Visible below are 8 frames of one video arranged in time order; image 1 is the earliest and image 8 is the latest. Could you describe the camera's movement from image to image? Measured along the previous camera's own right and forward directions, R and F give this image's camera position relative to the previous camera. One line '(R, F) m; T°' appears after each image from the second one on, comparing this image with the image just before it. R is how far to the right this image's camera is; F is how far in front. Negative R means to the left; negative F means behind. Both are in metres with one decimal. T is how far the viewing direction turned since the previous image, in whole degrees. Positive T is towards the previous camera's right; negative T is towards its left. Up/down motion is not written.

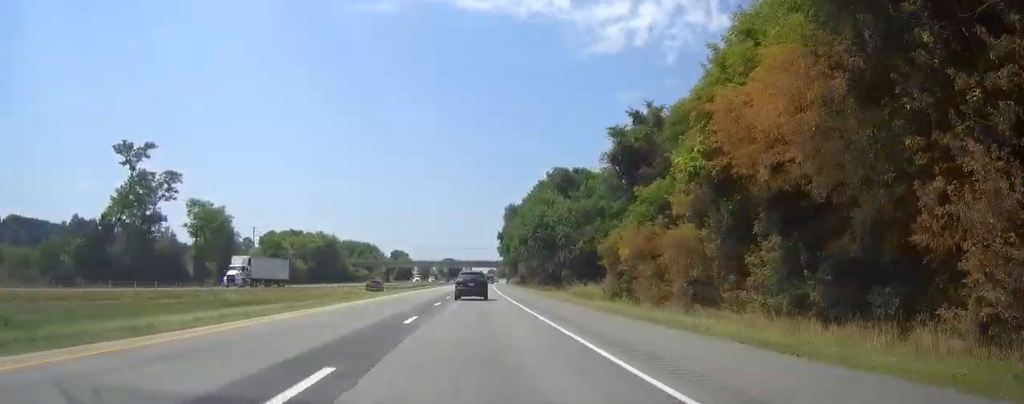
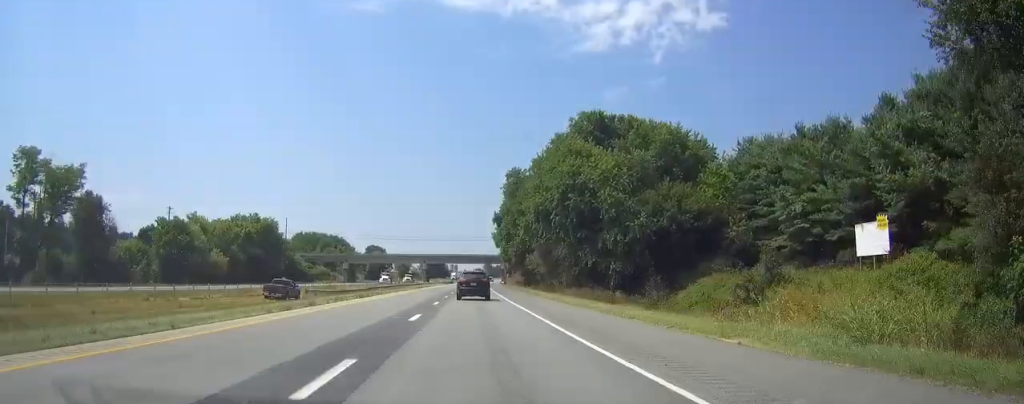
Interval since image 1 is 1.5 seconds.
(+0.1, +47.7) m; 0°
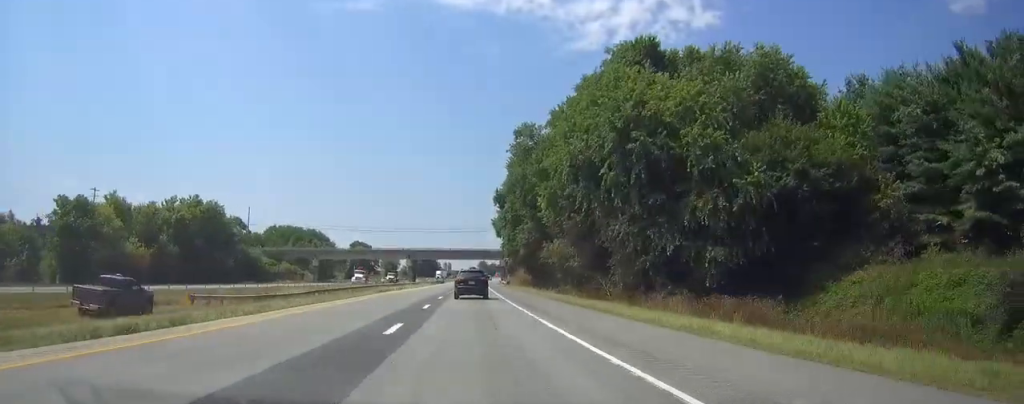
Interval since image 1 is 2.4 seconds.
(+0.2, +29.1) m; +1°
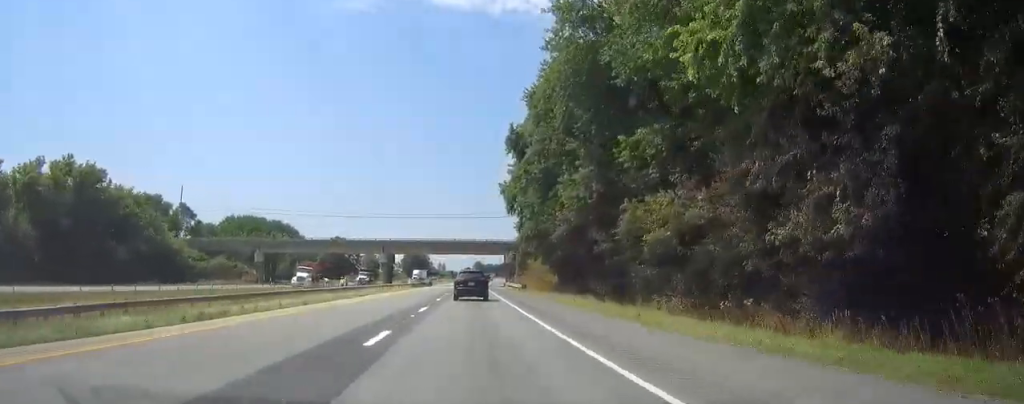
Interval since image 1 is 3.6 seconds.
(+0.4, +38.6) m; +1°
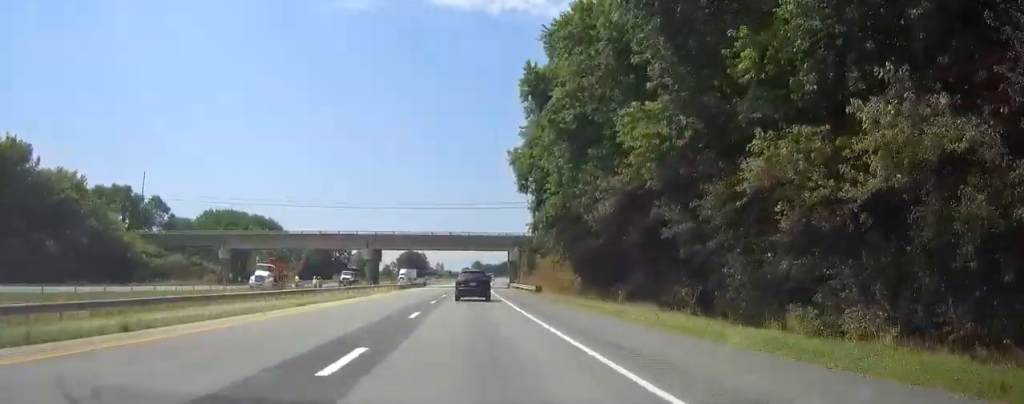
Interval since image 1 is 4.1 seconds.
(+0.1, +16.0) m; 0°
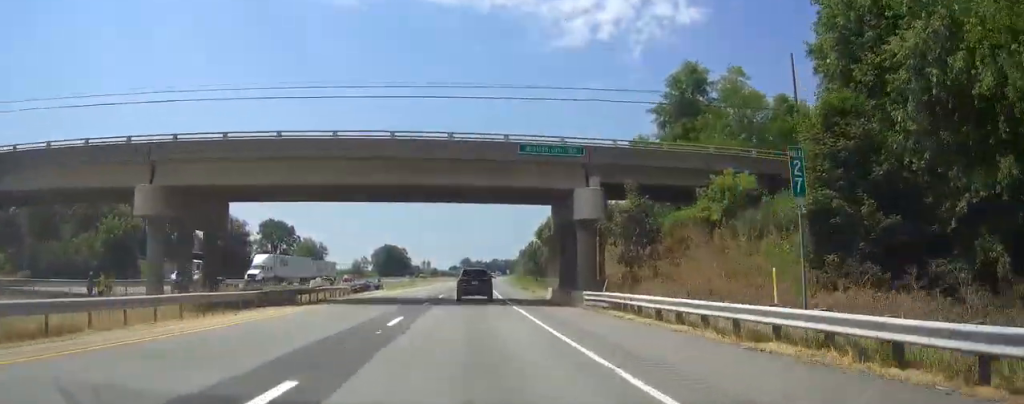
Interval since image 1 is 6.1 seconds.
(+0.4, +64.3) m; +1°
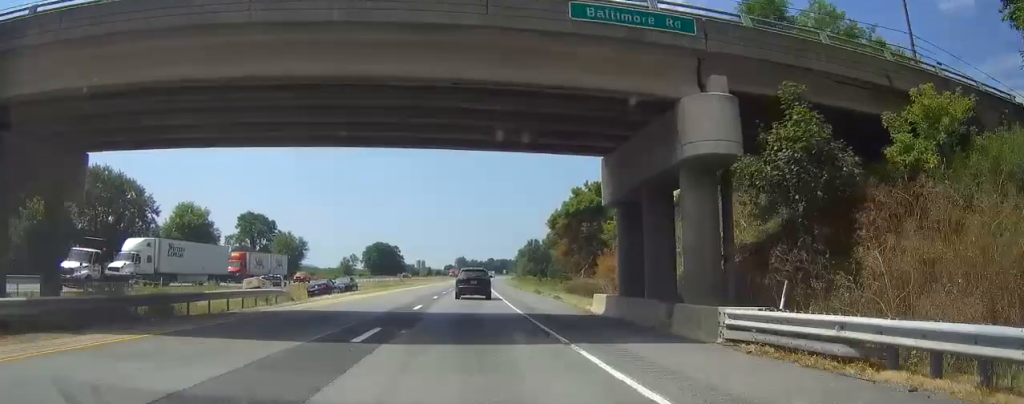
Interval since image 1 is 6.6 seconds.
(+0.1, +16.7) m; 0°
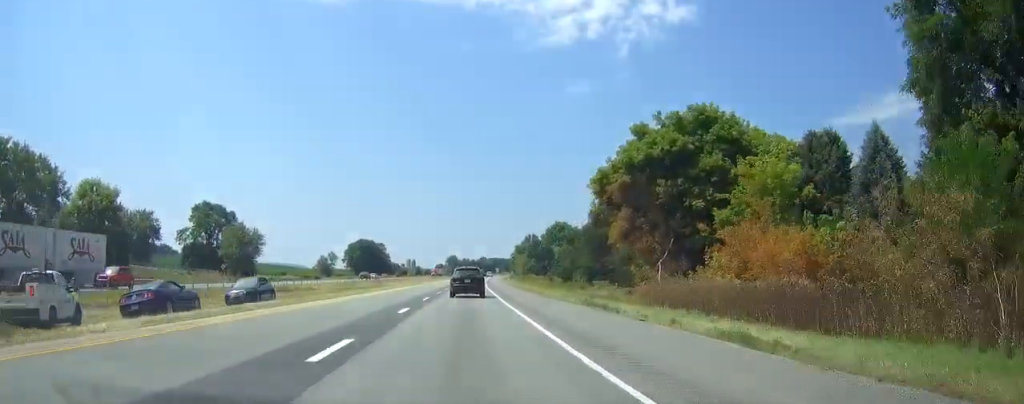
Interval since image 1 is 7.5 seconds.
(0.0, +28.0) m; +1°
